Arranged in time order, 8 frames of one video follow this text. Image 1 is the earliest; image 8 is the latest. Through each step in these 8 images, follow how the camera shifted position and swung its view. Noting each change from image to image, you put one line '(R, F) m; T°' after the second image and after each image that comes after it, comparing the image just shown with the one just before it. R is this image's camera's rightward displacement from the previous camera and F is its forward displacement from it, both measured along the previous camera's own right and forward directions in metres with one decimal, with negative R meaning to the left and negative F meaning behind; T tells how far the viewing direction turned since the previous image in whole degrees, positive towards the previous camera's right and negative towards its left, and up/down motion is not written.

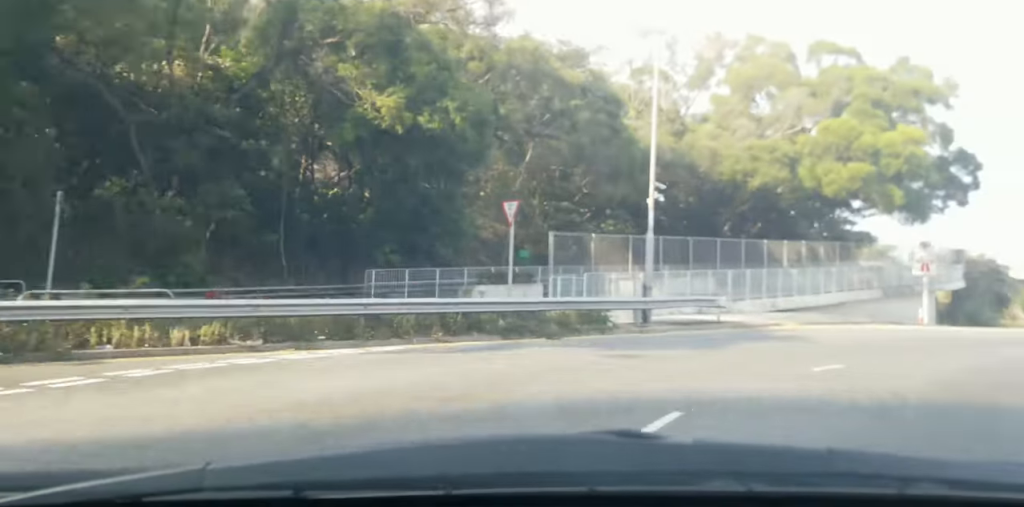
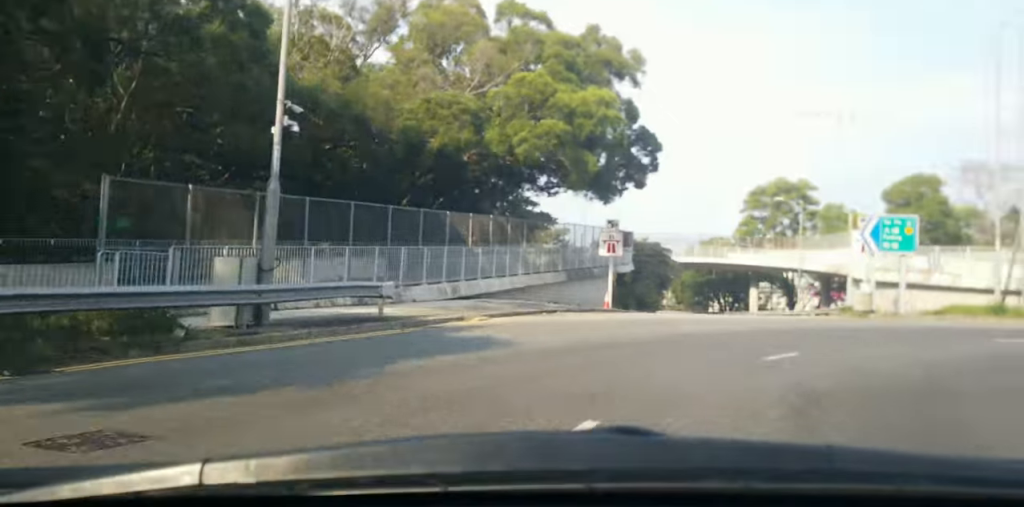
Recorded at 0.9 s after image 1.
(+0.7, +7.3) m; +15°
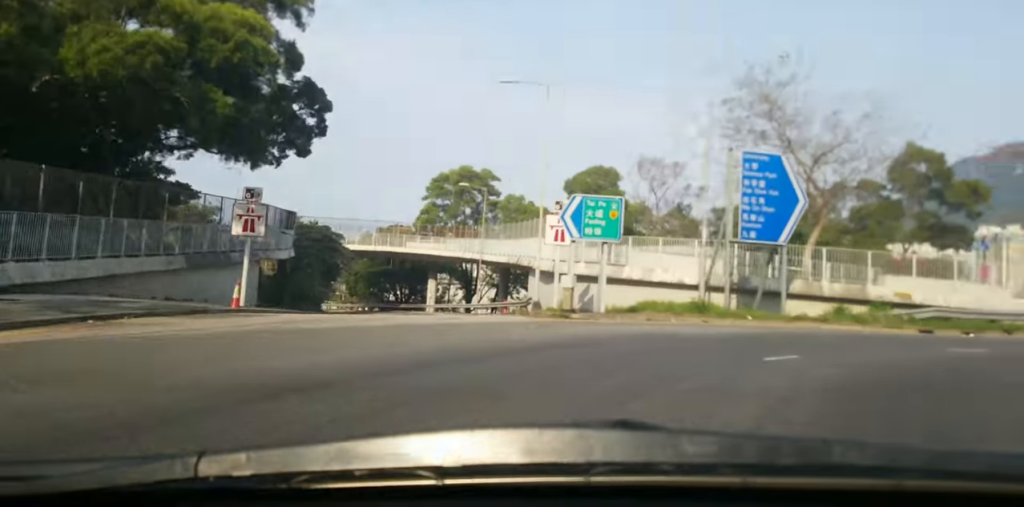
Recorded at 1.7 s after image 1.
(+0.8, +6.9) m; +21°
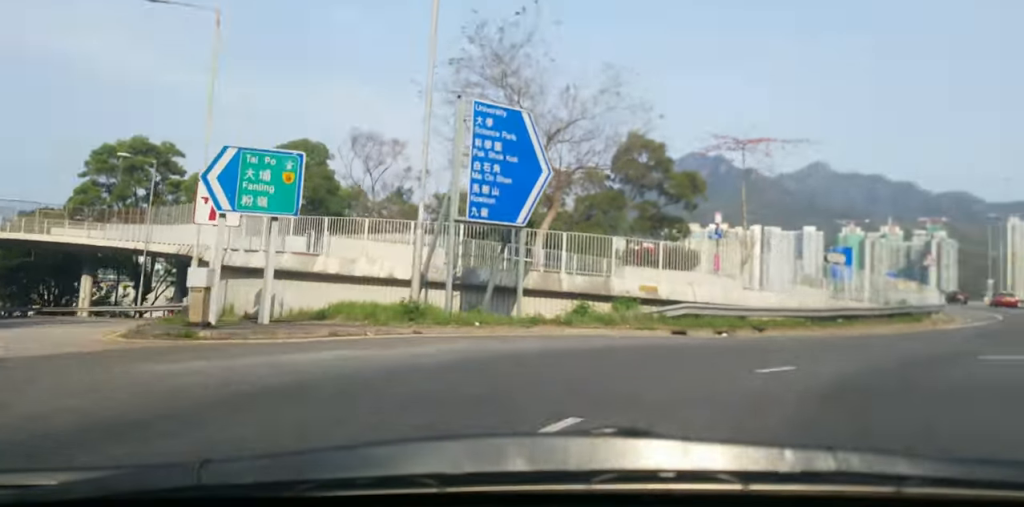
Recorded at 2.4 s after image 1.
(+1.1, +6.1) m; +30°
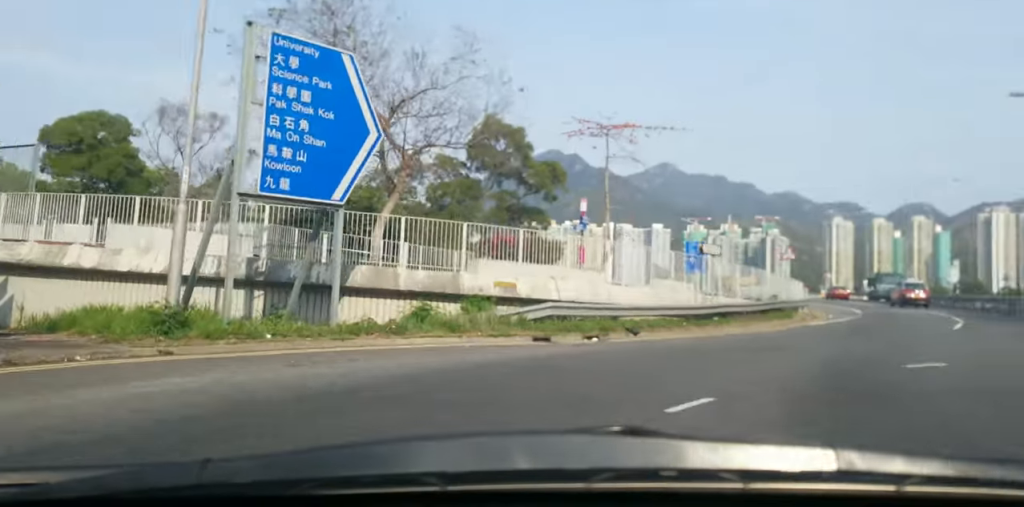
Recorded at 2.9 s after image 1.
(+0.7, +3.7) m; +17°
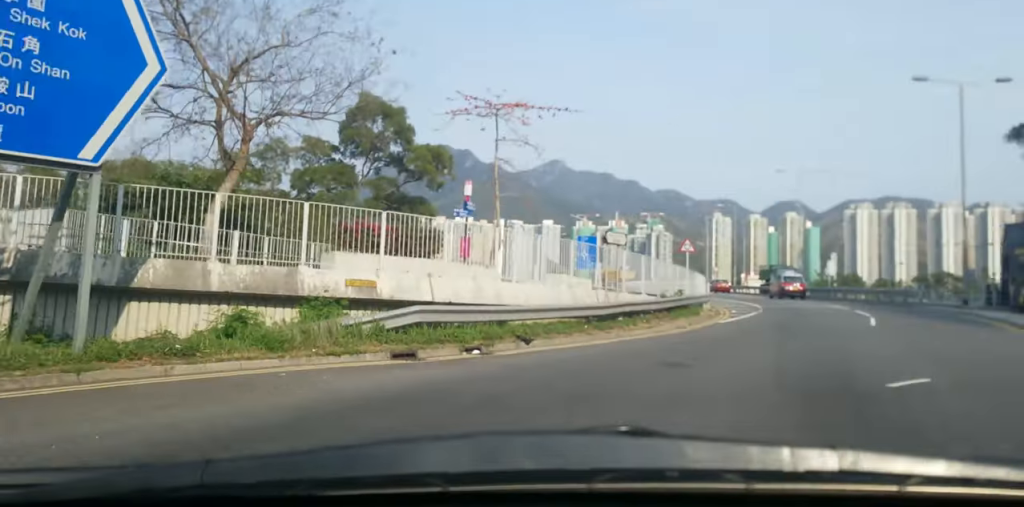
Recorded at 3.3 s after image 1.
(+1.0, +4.0) m; +14°
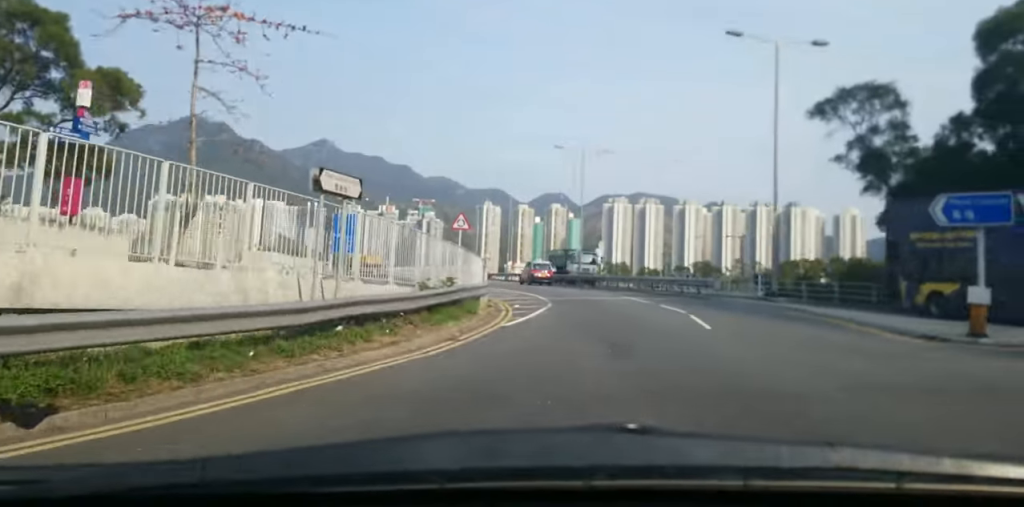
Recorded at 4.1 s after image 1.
(+2.5, +9.4) m; +20°
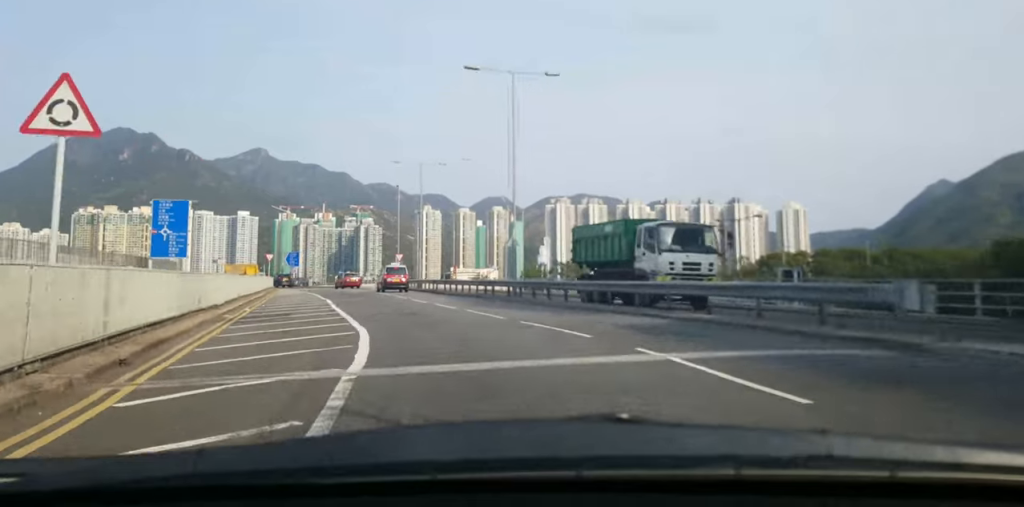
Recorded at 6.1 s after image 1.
(+4.3, +27.7) m; +8°
